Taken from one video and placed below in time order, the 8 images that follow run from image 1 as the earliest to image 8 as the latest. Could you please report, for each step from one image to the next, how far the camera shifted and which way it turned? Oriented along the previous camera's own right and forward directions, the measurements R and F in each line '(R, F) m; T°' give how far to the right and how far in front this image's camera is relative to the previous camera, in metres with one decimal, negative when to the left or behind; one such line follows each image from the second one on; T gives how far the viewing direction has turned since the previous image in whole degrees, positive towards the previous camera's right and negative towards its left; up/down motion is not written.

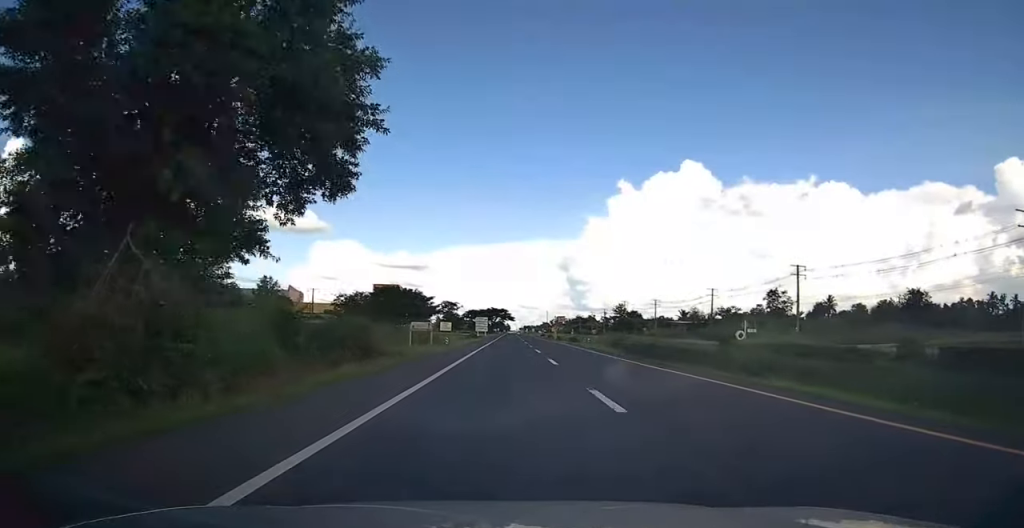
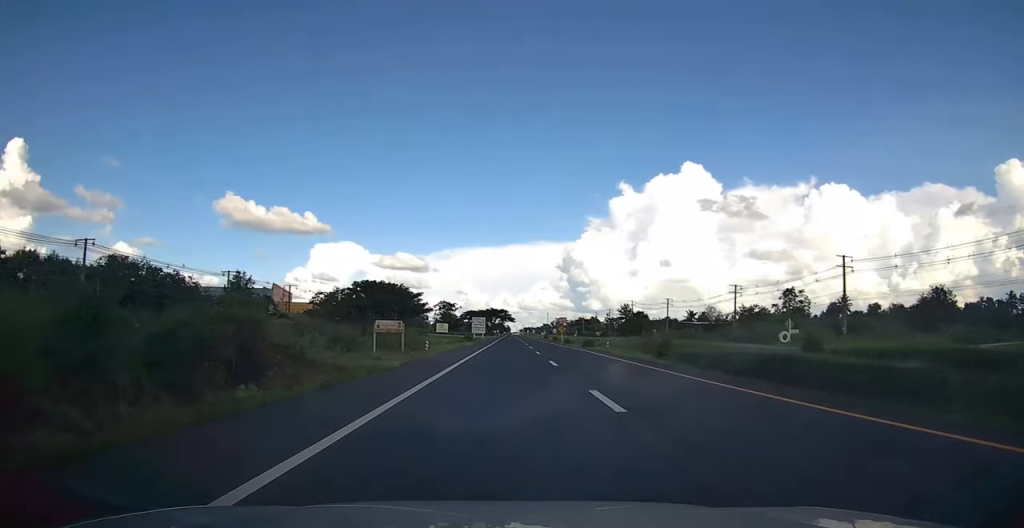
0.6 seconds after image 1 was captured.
(0.0, +12.0) m; 0°
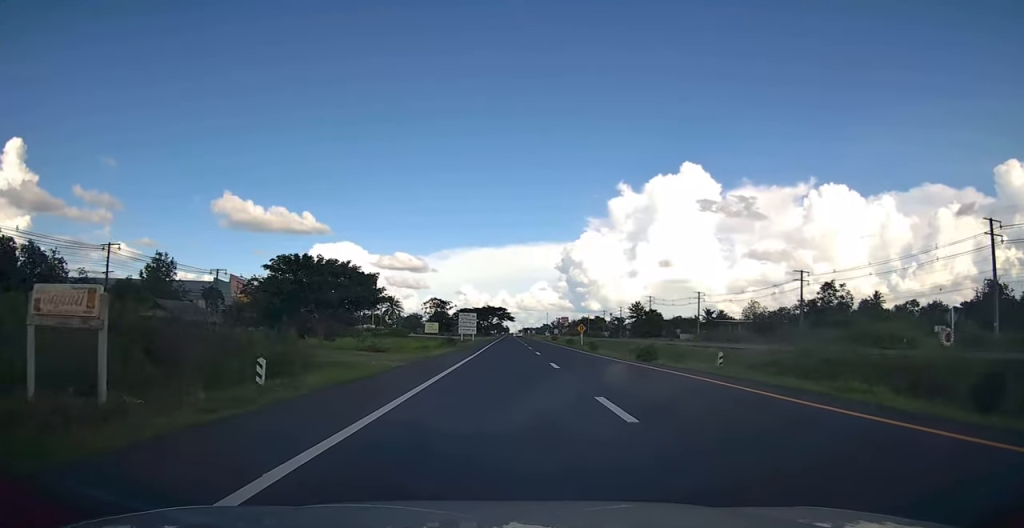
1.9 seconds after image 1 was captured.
(-0.1, +25.1) m; 0°
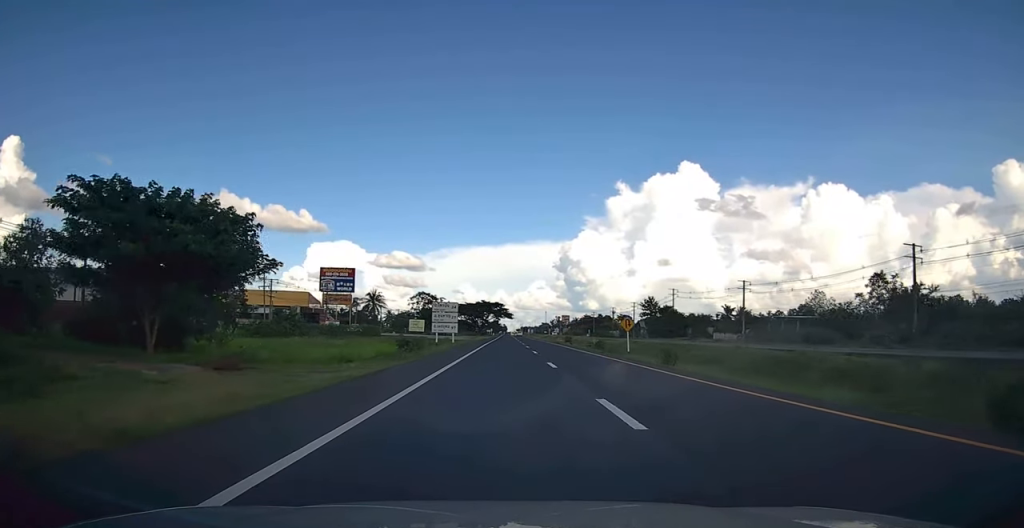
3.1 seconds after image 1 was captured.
(+0.2, +25.2) m; +1°
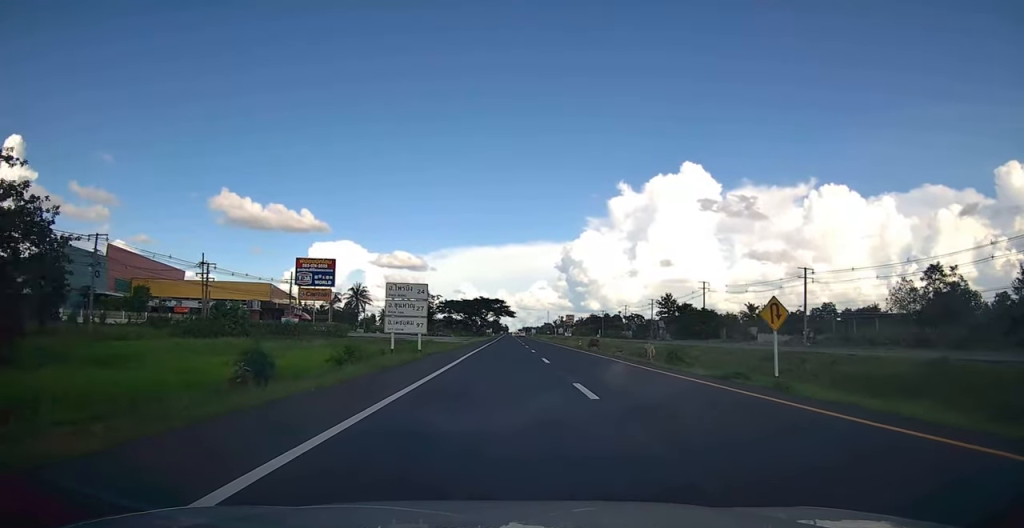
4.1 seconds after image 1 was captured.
(0.0, +20.8) m; 0°
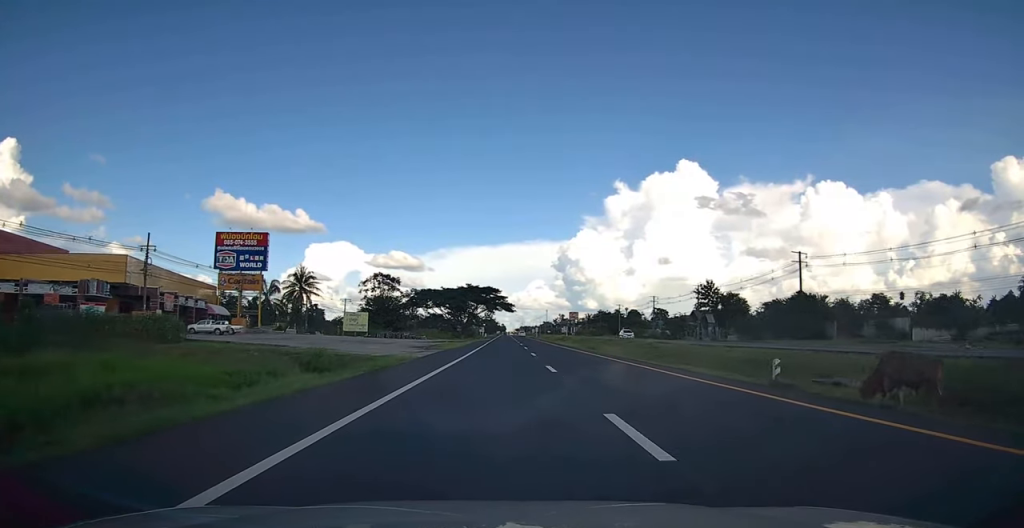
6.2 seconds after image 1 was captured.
(-0.5, +40.8) m; 0°
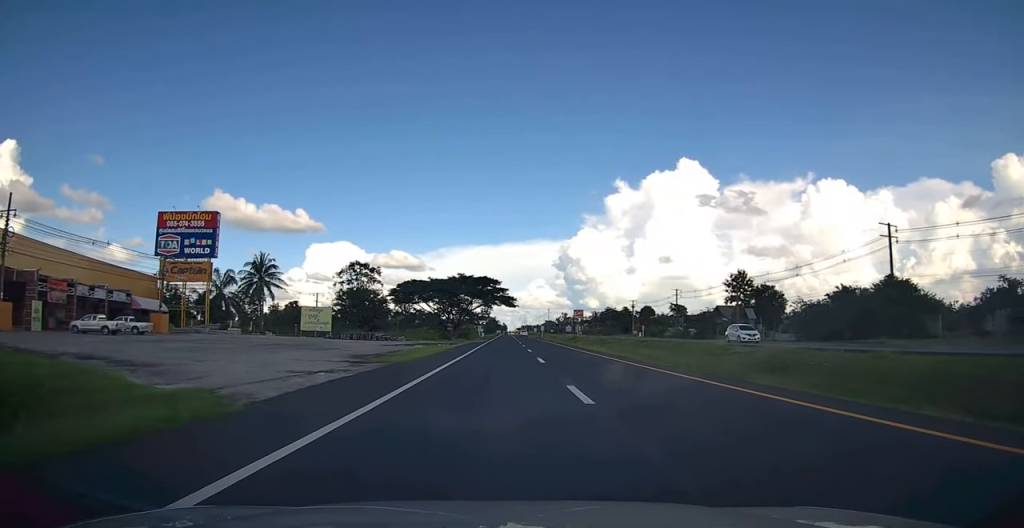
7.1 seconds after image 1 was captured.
(+0.2, +20.1) m; +1°
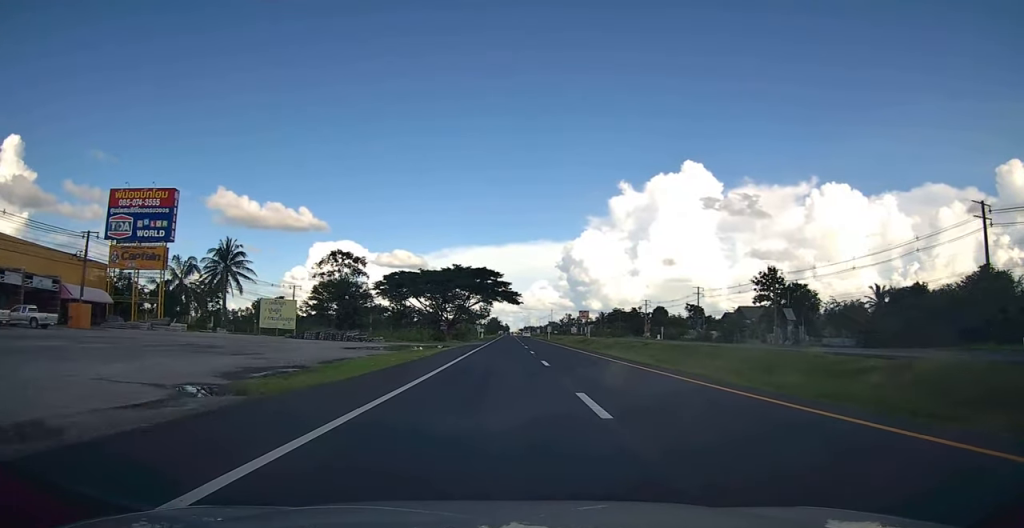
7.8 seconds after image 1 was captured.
(+0.1, +13.7) m; 0°
